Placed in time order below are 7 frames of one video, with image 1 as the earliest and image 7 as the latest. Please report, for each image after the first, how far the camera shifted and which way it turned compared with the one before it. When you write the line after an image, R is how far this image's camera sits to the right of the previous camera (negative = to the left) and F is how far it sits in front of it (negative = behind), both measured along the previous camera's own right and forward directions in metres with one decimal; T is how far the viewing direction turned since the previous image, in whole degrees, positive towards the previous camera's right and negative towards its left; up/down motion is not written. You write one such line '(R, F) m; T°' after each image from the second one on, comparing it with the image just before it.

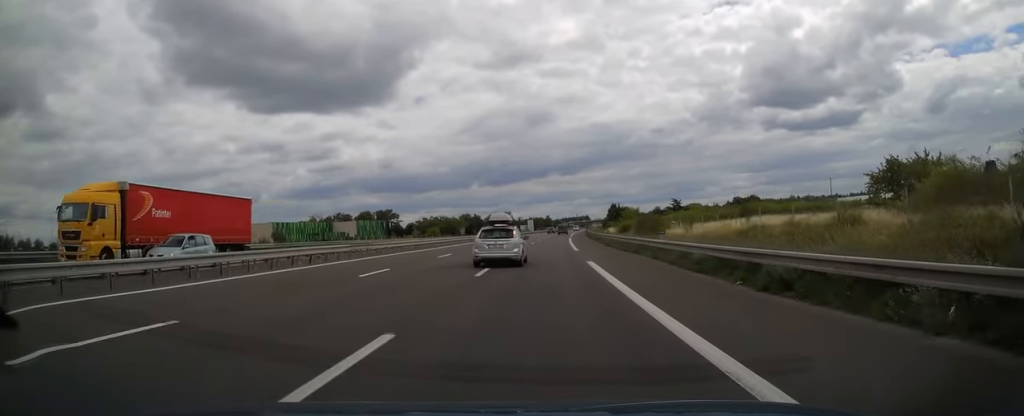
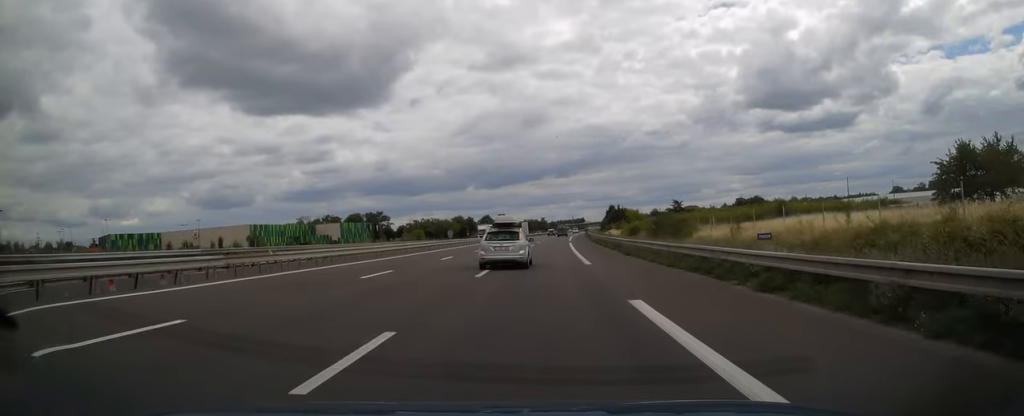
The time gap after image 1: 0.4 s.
(+0.1, +12.8) m; 0°
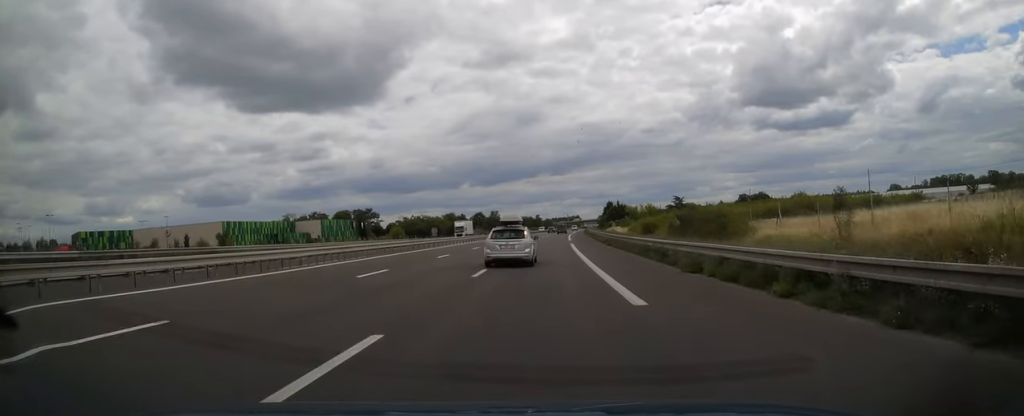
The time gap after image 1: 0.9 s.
(+0.1, +13.8) m; +1°
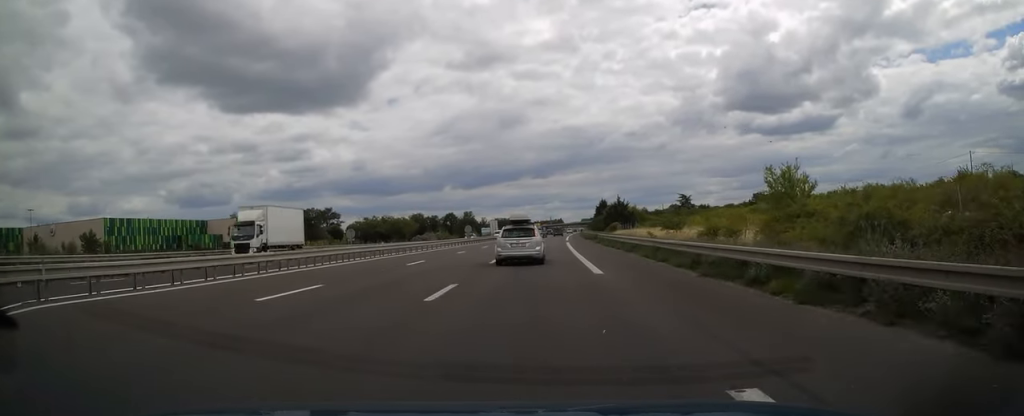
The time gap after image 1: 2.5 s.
(+0.8, +45.7) m; +2°
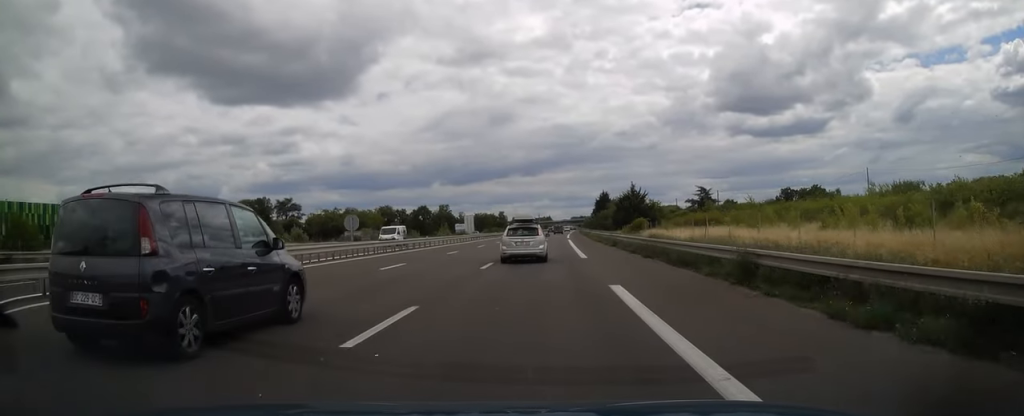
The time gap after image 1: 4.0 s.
(+0.5, +44.2) m; +1°
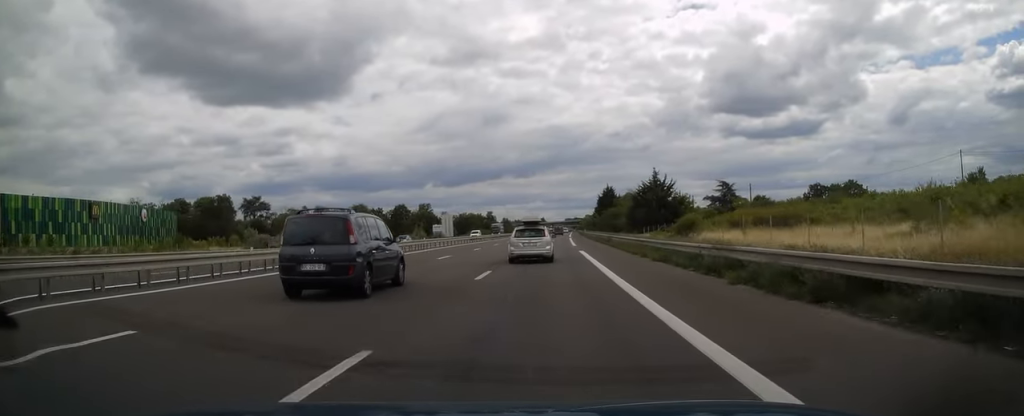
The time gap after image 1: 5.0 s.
(+0.2, +30.8) m; +1°
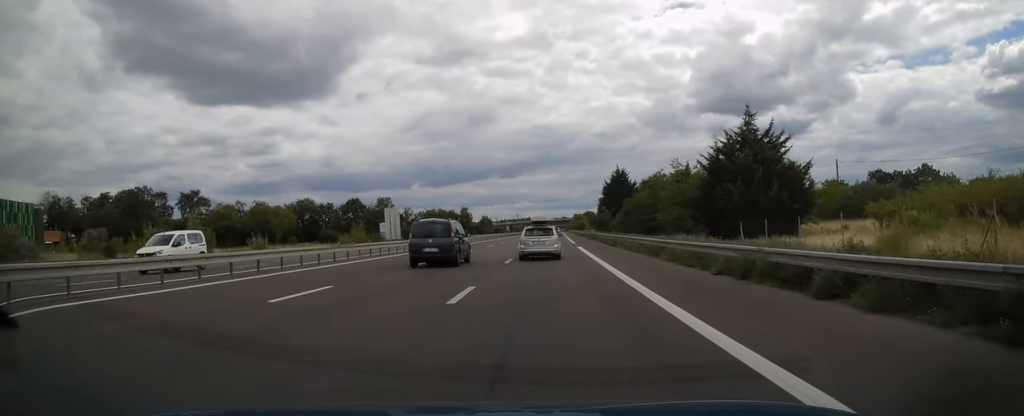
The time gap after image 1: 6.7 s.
(+0.5, +45.6) m; +1°
